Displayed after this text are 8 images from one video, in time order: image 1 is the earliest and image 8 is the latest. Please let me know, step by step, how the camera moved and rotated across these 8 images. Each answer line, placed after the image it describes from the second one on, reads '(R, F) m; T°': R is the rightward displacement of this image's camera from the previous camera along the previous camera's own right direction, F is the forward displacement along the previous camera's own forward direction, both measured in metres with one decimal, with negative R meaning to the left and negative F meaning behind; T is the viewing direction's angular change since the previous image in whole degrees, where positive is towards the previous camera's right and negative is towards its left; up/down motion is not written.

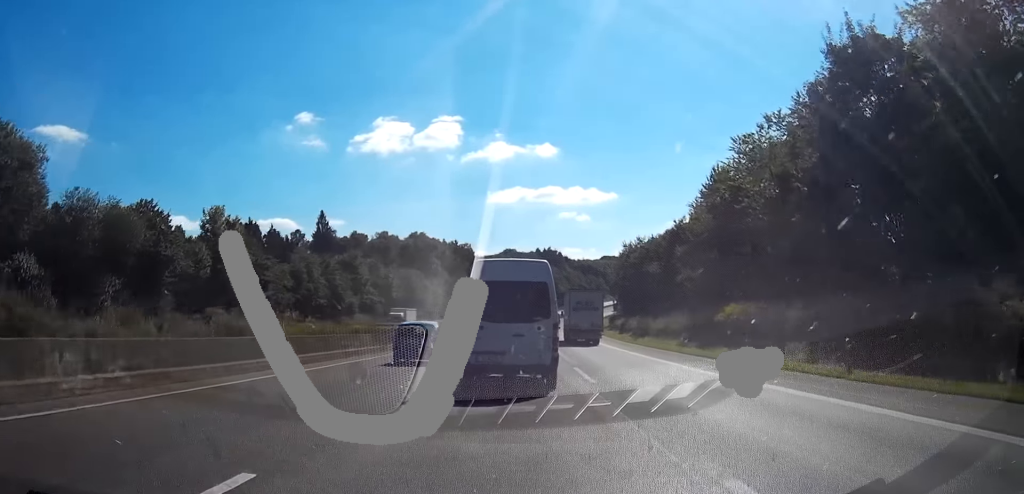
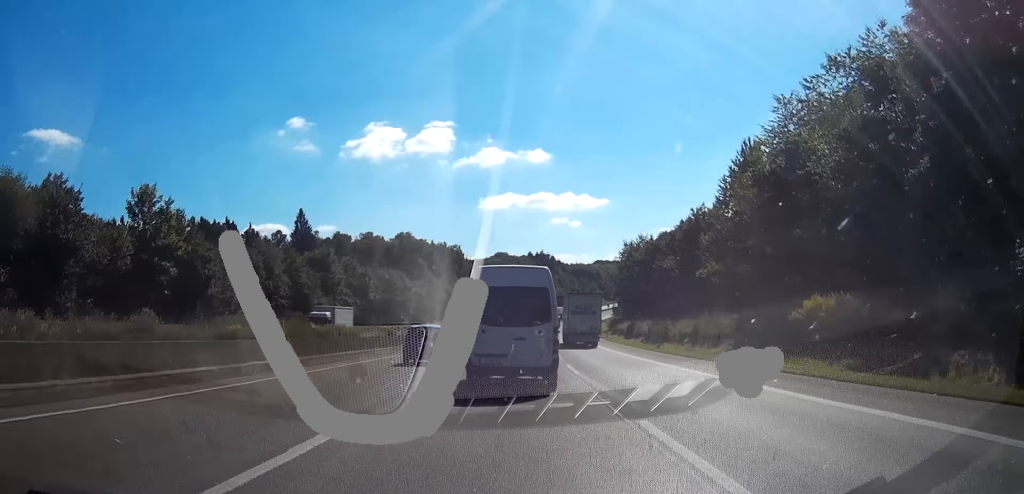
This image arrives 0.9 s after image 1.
(0.0, +14.9) m; 0°
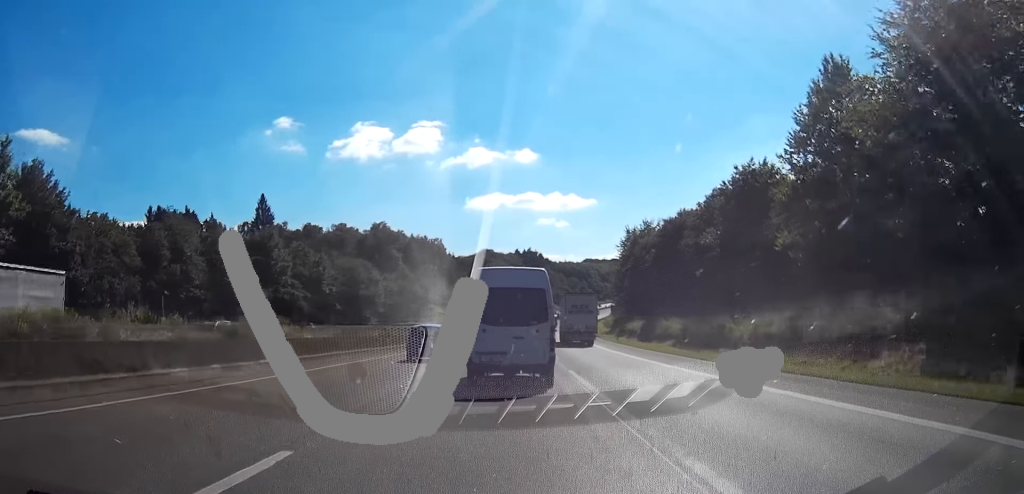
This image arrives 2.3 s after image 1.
(+0.1, +23.2) m; 0°
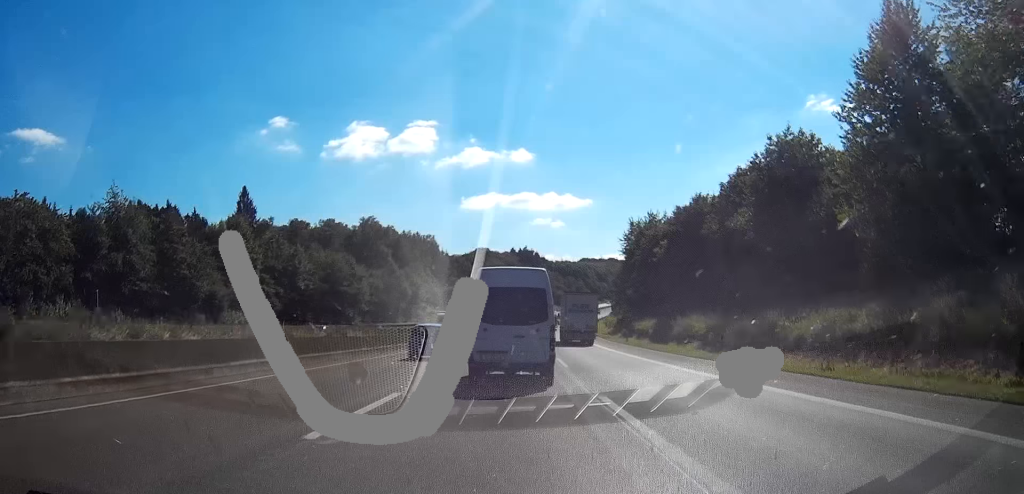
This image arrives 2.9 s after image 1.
(0.0, +10.3) m; 0°
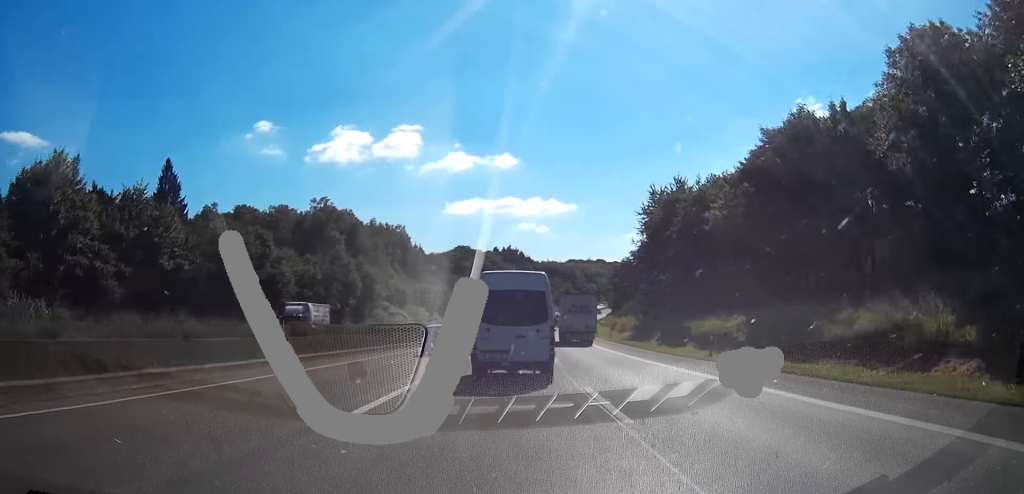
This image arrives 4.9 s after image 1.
(+0.1, +35.5) m; +1°
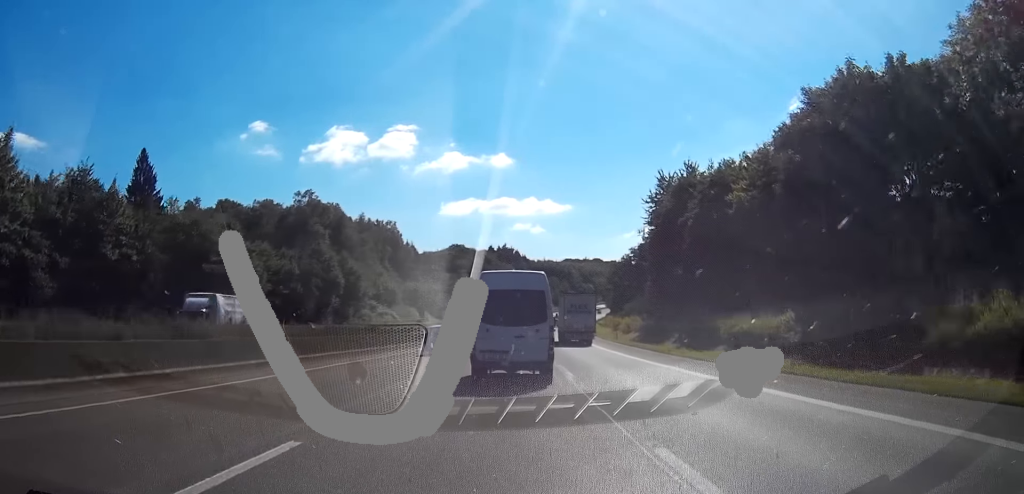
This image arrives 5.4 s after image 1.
(+0.1, +9.1) m; -1°
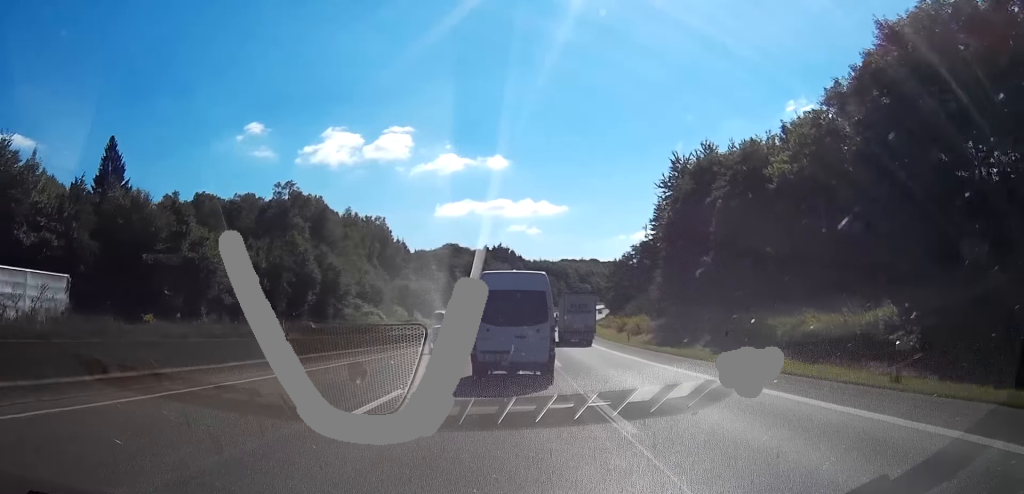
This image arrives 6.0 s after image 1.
(+0.3, +11.0) m; -2°
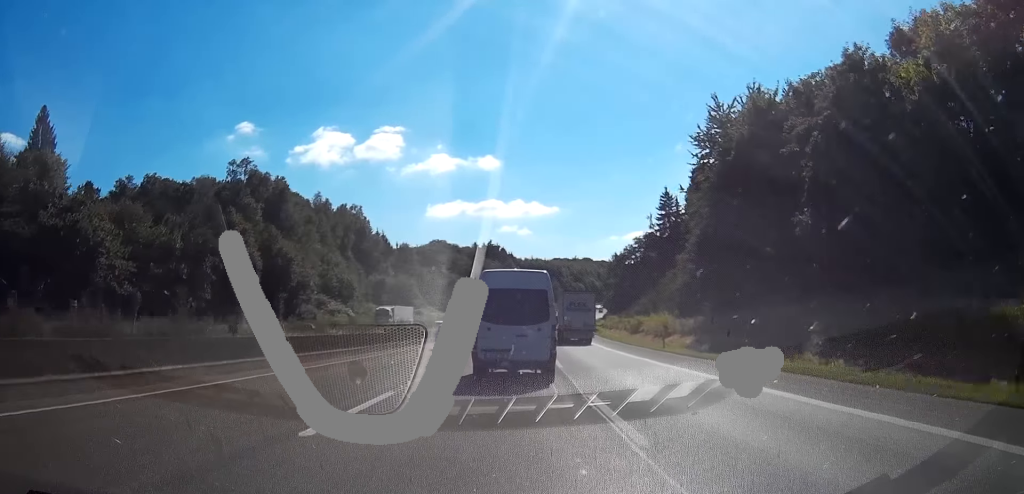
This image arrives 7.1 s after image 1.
(-1.0, +20.5) m; +4°
